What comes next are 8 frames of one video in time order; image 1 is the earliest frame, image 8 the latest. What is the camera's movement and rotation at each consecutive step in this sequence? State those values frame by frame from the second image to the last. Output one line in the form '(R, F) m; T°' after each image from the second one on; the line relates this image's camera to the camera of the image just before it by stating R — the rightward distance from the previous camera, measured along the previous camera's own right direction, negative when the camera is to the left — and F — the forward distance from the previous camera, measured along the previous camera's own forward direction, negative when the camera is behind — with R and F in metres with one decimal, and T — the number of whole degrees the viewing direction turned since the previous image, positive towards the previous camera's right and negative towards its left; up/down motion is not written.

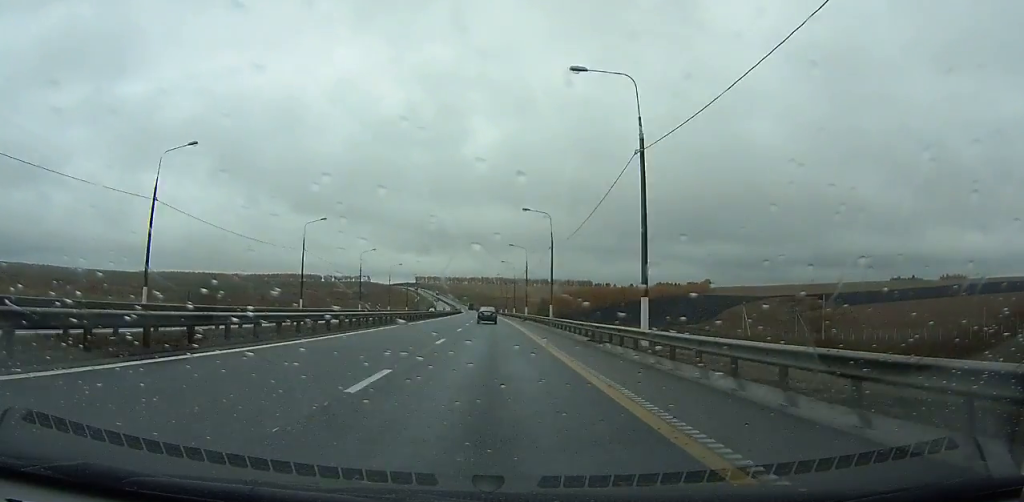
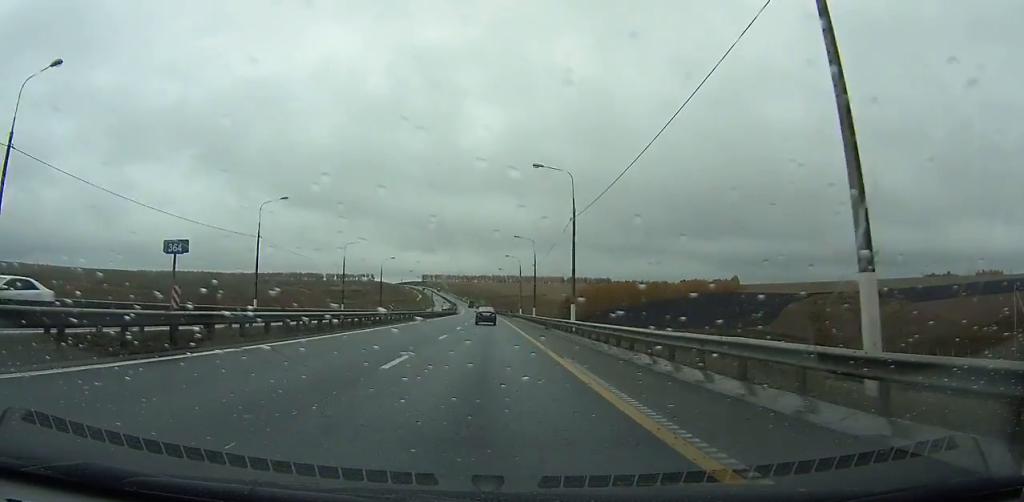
(-0.6, +79.8) m; -1°
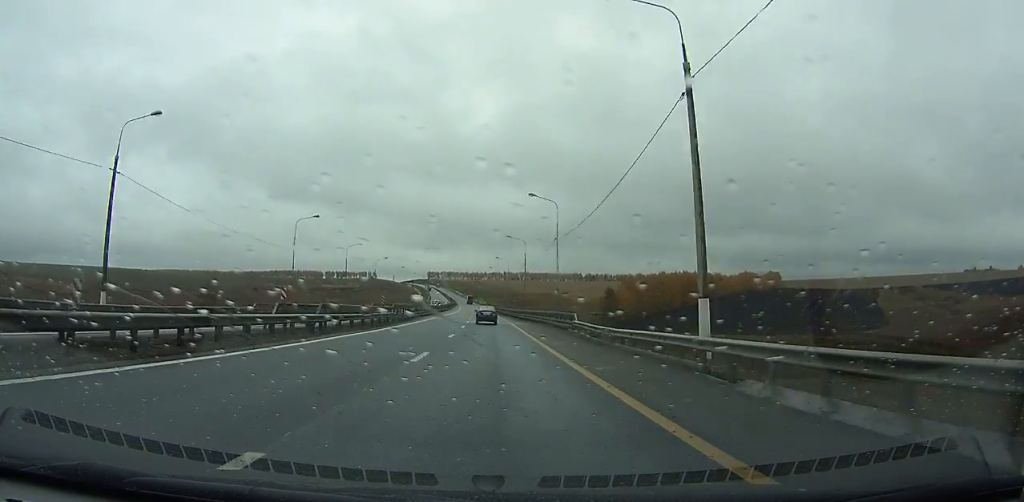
(-0.9, +94.1) m; -1°
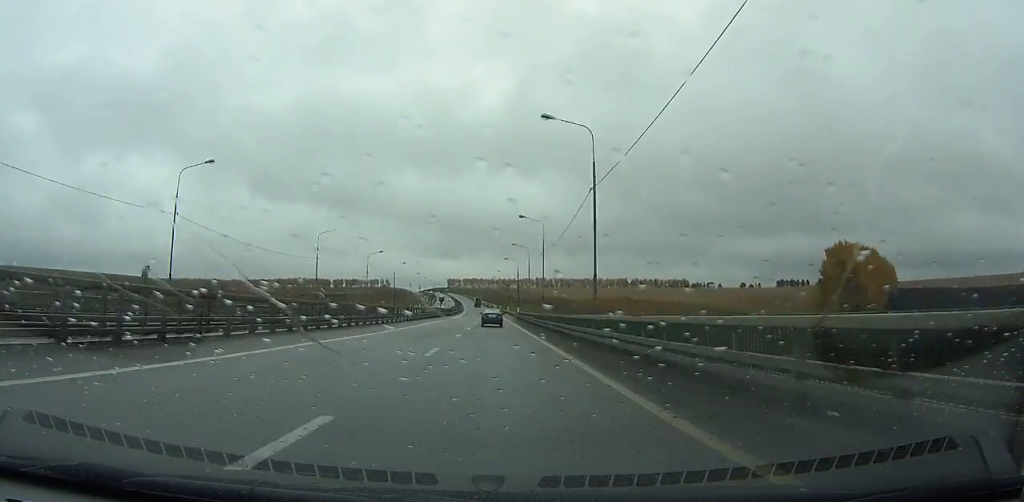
(-3.5, +150.7) m; -2°
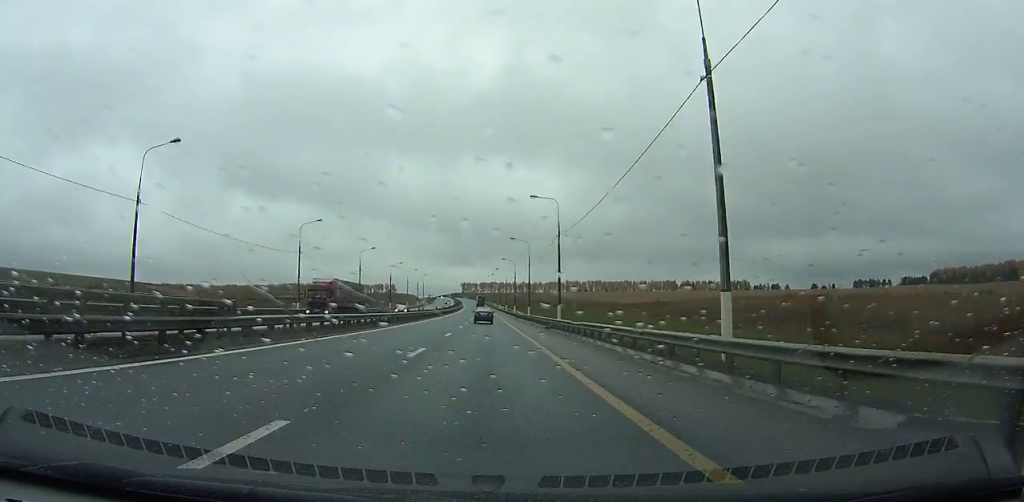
(-2.3, +143.0) m; -2°
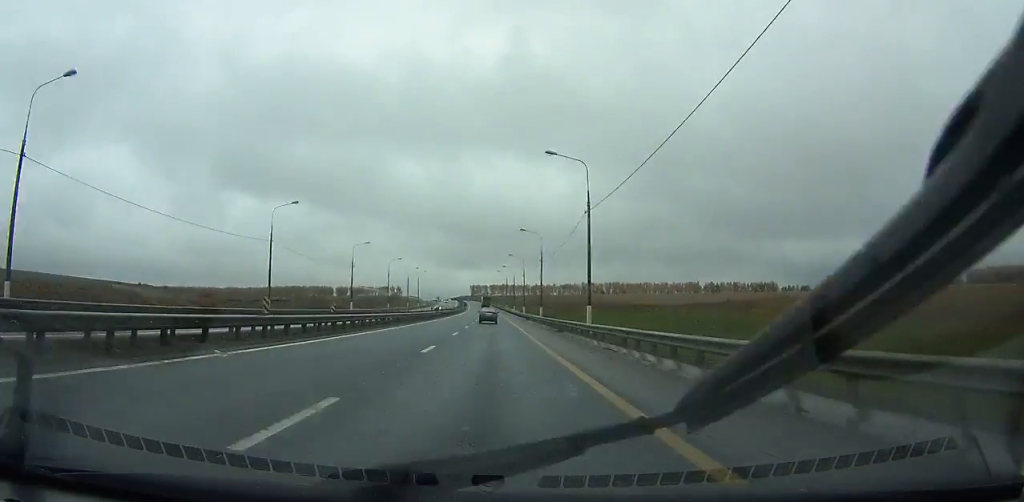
(-0.6, +45.6) m; -1°
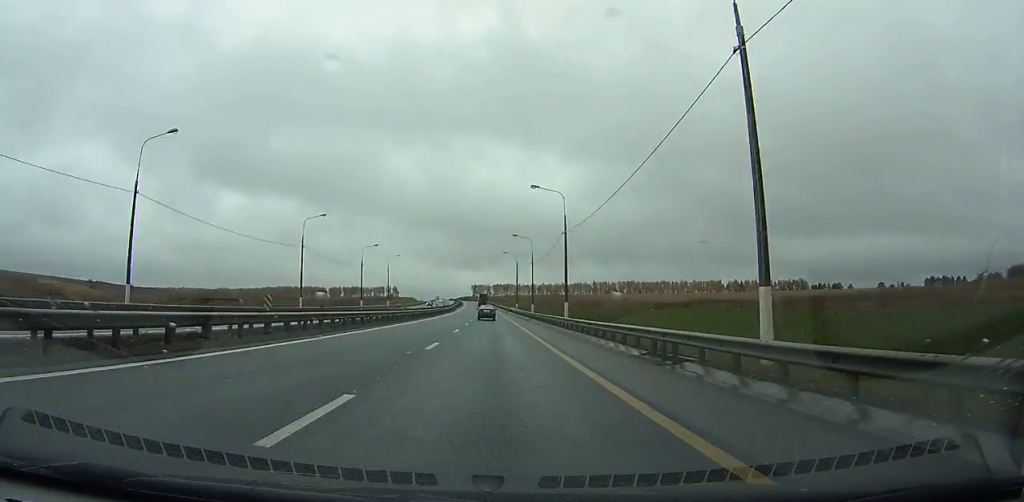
(-0.5, +57.7) m; -1°
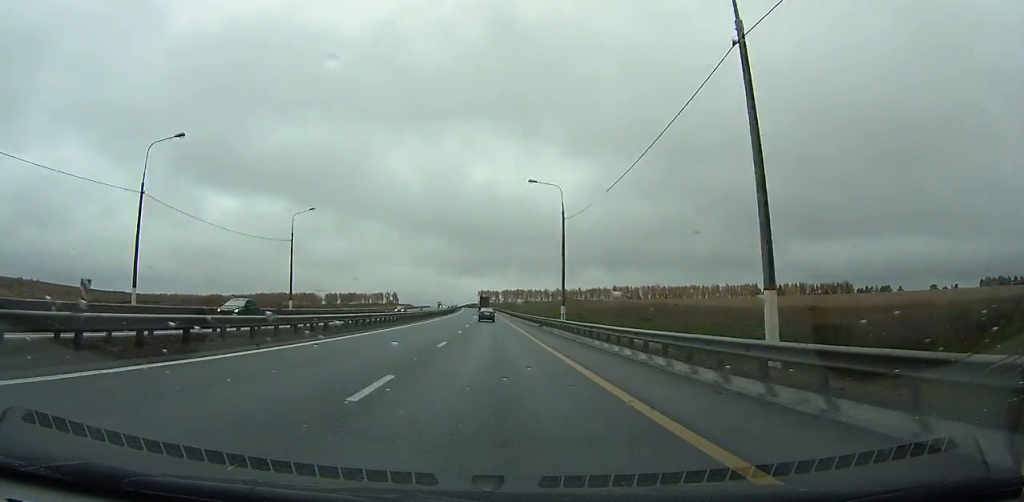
(-0.3, +70.0) m; -1°
